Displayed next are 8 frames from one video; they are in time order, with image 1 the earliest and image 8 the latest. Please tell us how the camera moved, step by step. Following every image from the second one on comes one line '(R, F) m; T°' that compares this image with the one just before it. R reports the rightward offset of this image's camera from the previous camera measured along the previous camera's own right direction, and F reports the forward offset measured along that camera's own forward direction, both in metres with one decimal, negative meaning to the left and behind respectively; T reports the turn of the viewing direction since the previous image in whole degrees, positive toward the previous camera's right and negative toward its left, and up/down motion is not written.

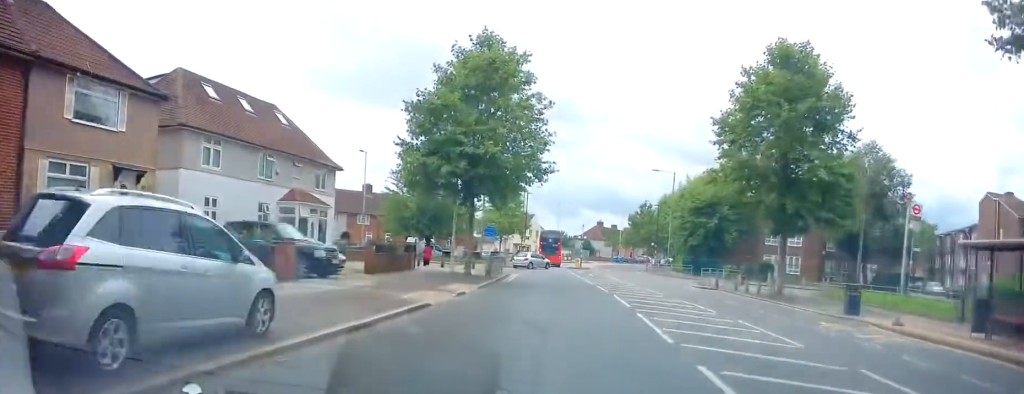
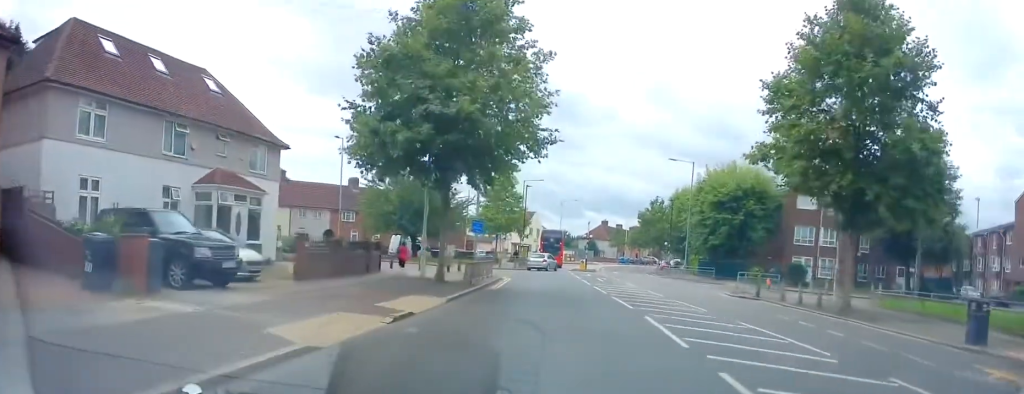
(-0.2, +7.0) m; -2°
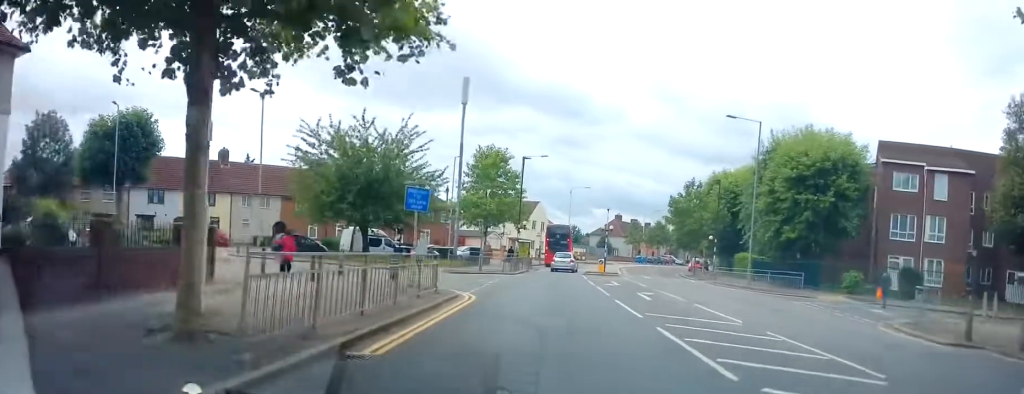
(0.0, +15.2) m; +1°
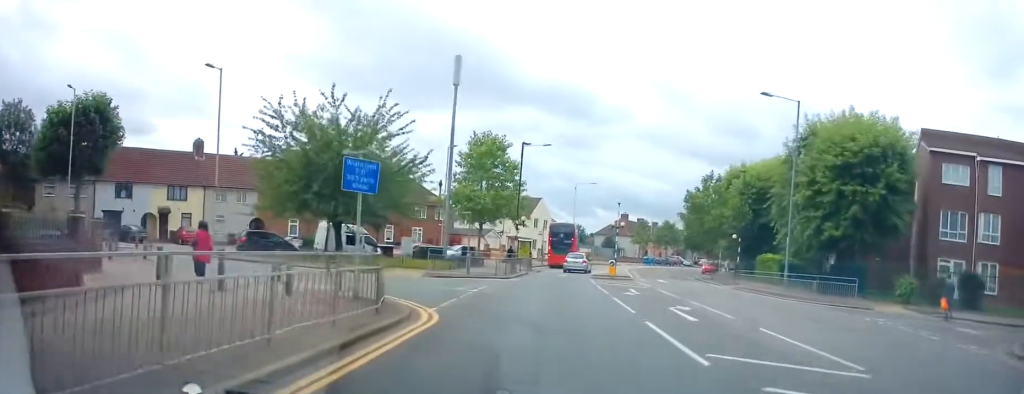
(+0.1, +5.3) m; +1°
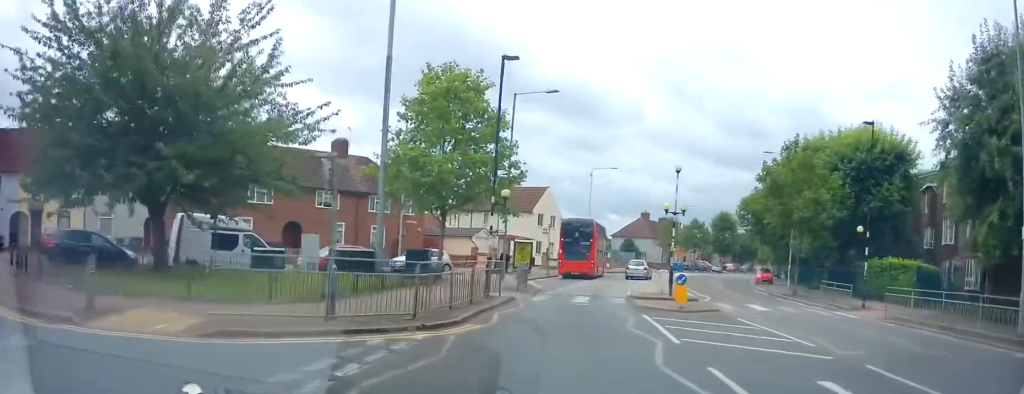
(0.0, +16.6) m; -1°
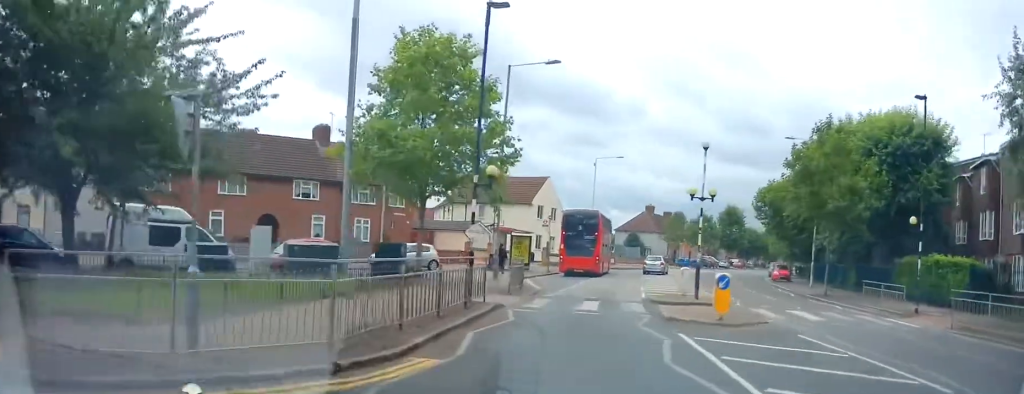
(0.0, +4.2) m; -1°
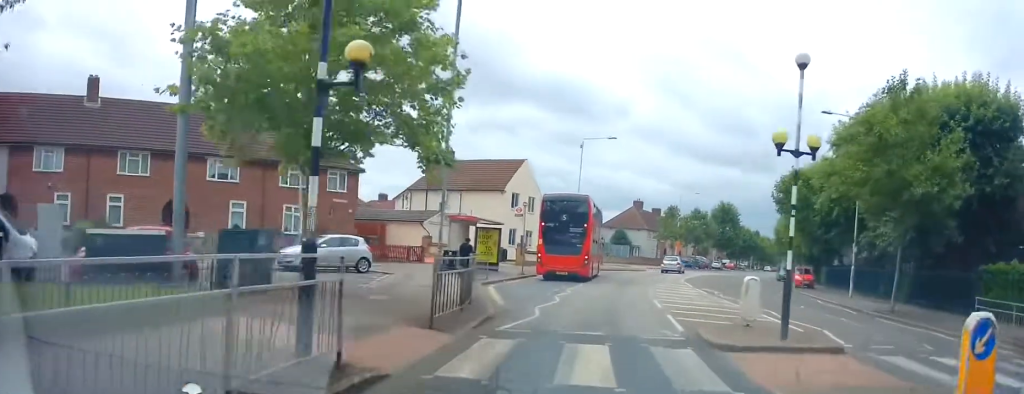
(-0.2, +8.8) m; +3°
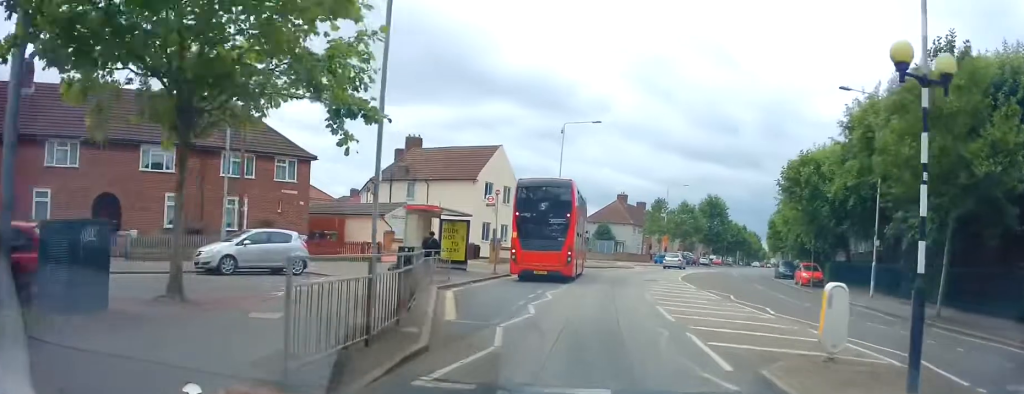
(+0.3, +4.4) m; +3°
